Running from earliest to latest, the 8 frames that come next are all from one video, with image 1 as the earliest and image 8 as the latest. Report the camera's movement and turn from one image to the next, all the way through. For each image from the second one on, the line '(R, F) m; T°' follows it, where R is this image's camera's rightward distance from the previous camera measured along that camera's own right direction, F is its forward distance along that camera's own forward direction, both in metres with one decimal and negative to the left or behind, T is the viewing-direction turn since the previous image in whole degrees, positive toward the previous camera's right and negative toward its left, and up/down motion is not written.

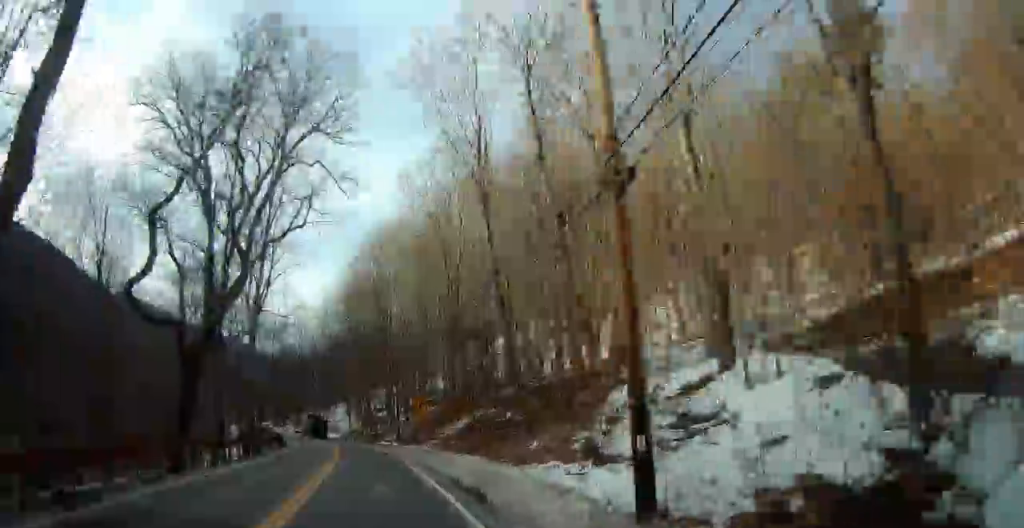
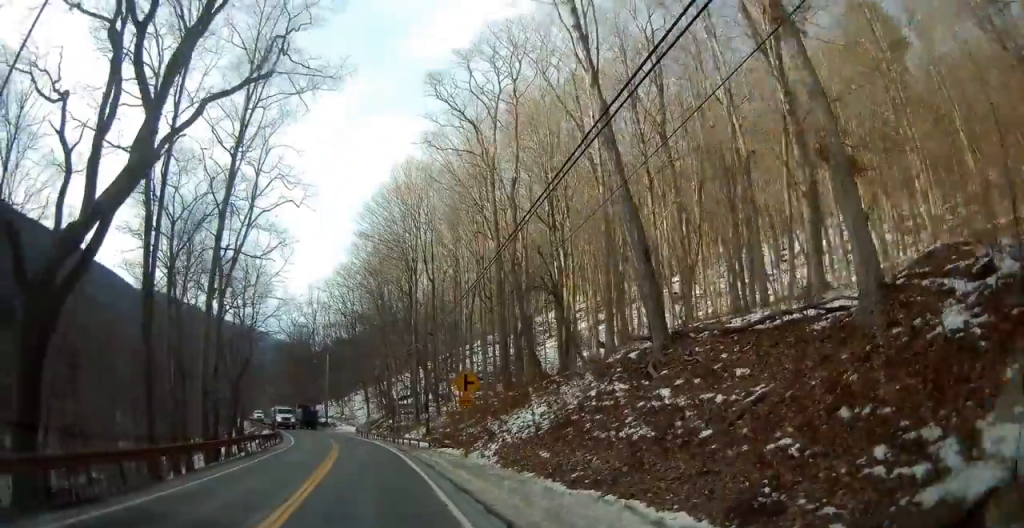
(-0.5, +14.0) m; -3°
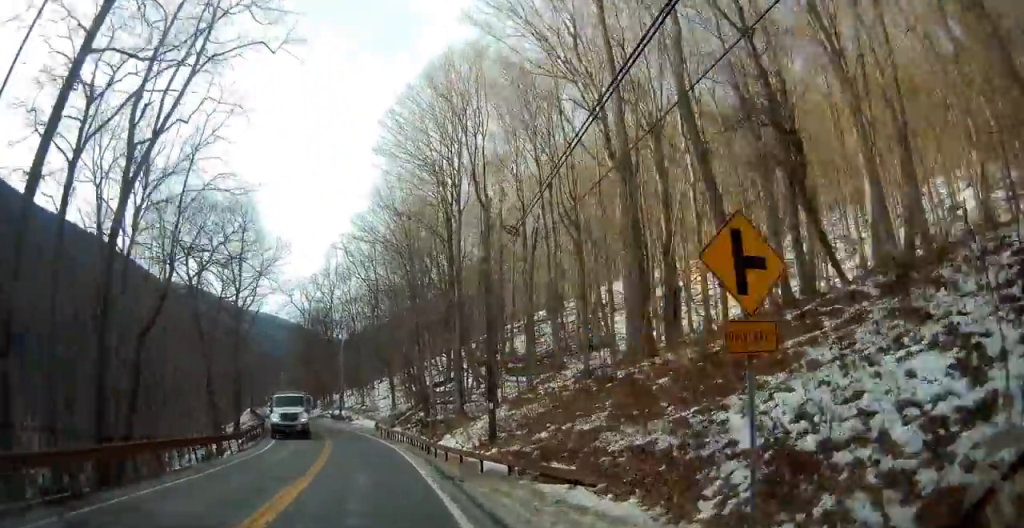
(-0.2, +16.8) m; +1°
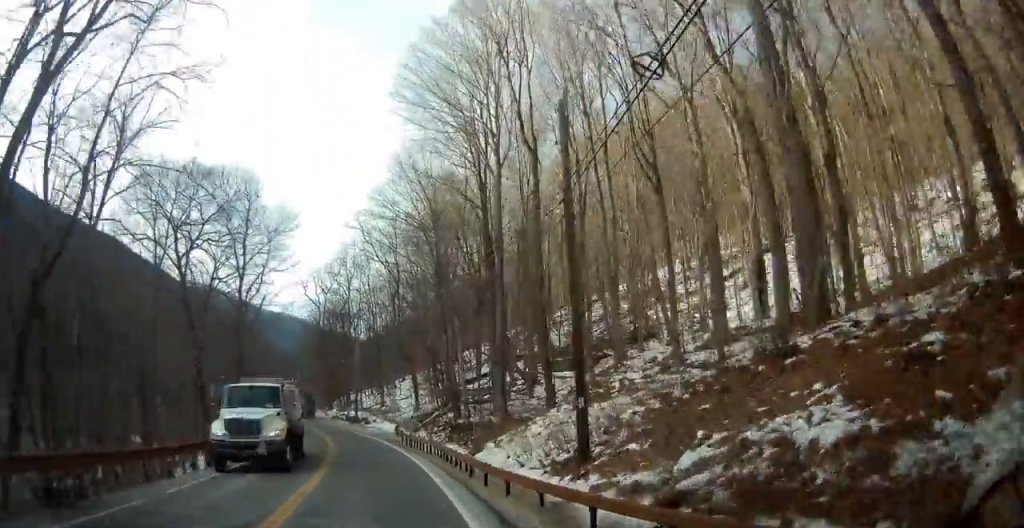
(+0.2, +7.7) m; -3°
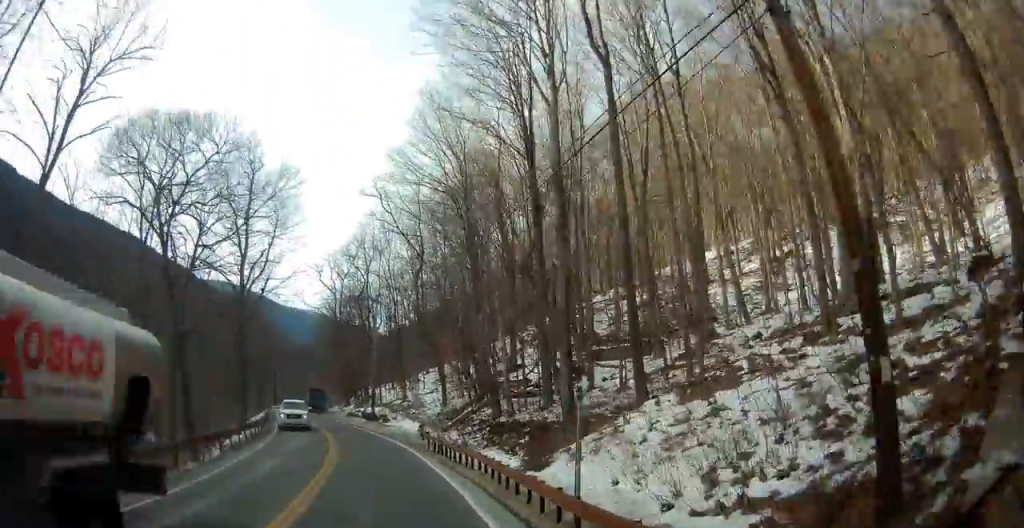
(+0.8, +7.6) m; -5°
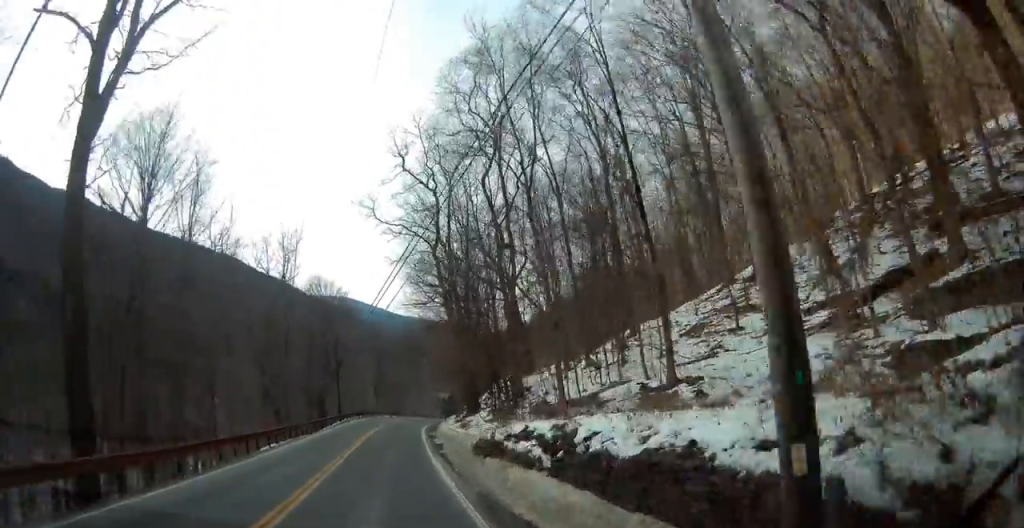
(-7.5, +40.8) m; -14°
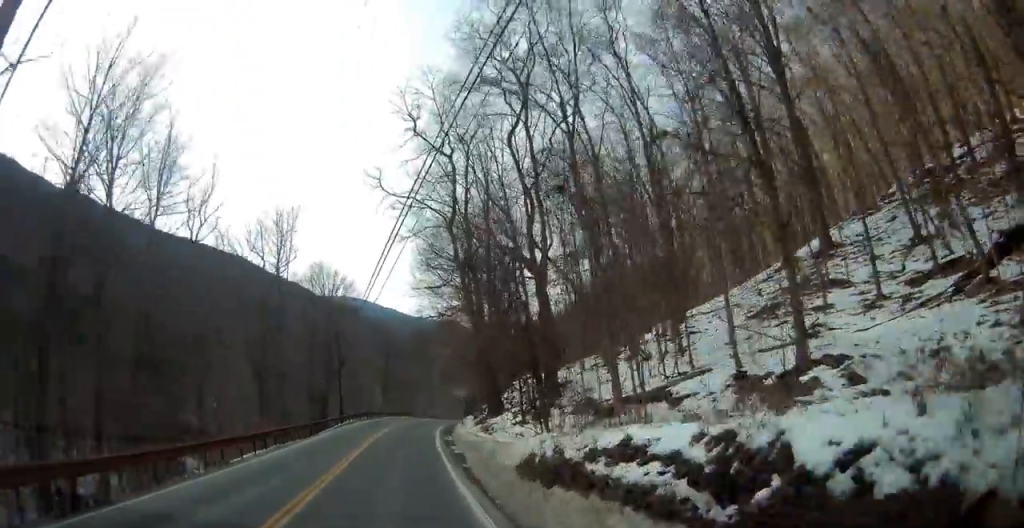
(-0.1, +5.9) m; -2°
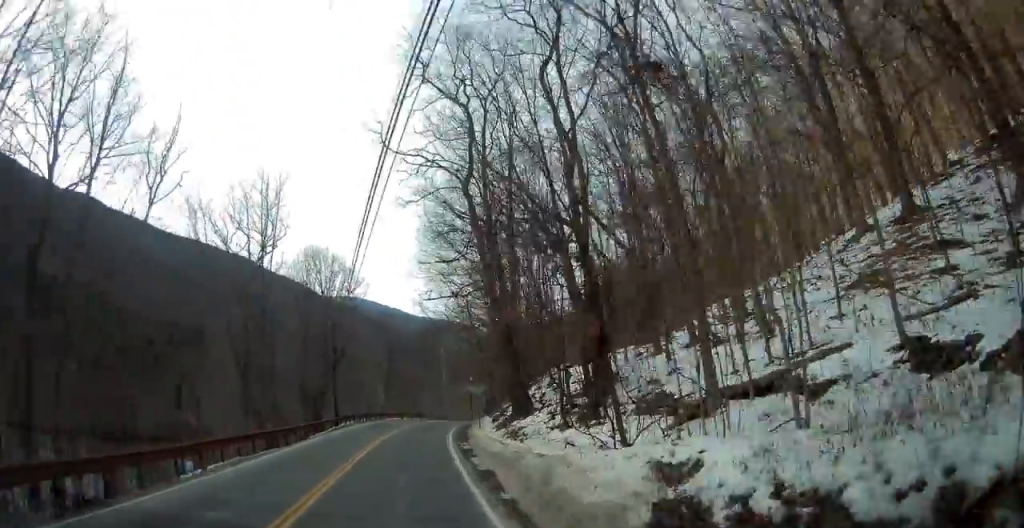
(-0.4, +6.5) m; -1°
